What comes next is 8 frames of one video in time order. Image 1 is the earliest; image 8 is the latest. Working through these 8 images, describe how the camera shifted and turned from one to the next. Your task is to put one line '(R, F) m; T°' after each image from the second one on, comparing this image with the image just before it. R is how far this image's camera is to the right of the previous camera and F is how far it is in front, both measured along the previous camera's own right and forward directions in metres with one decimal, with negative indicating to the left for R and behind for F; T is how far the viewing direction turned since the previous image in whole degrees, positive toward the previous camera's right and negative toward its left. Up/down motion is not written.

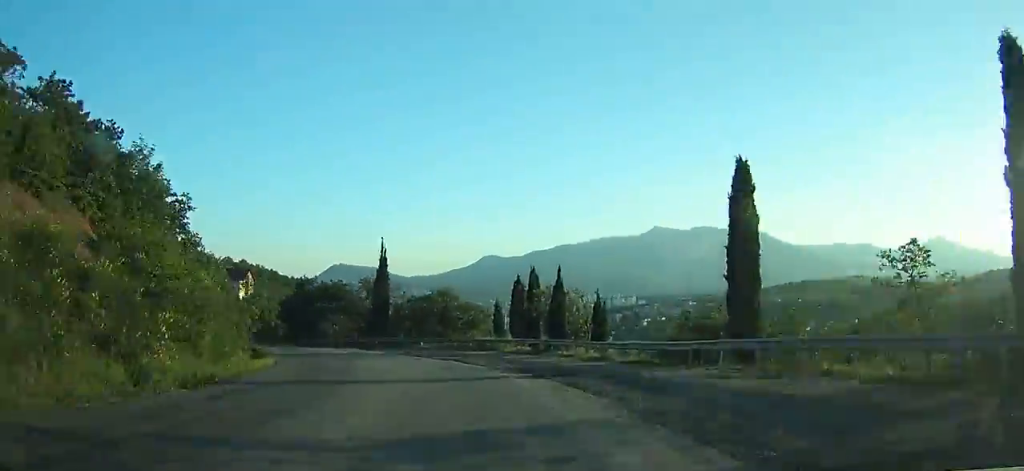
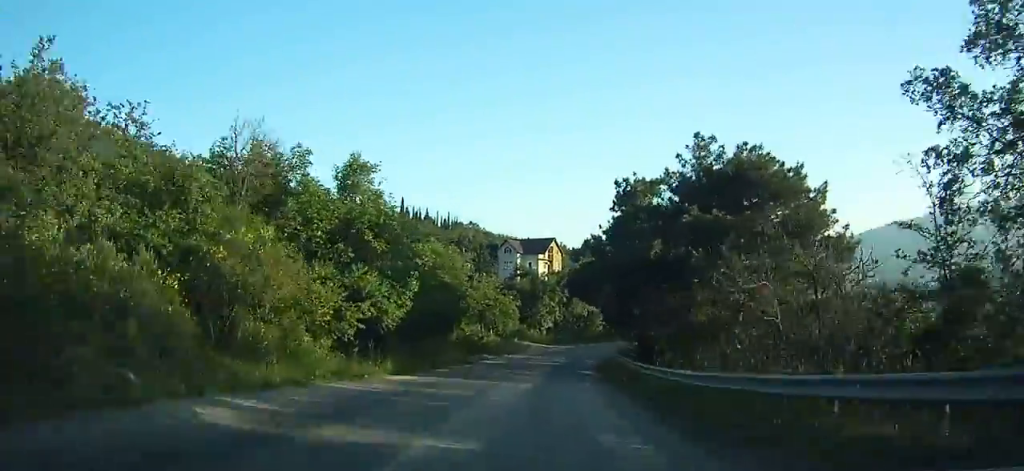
(-16.9, +57.6) m; -23°
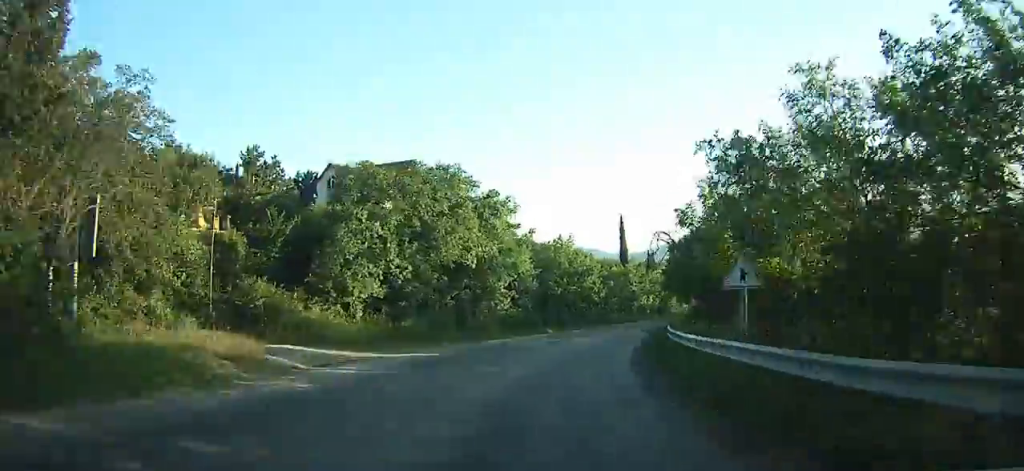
(-1.4, +47.7) m; +4°
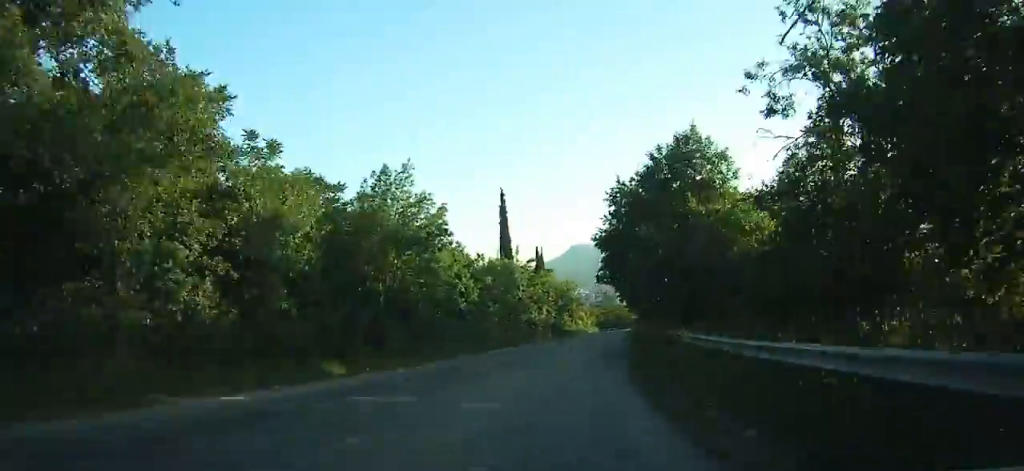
(+1.1, +26.1) m; +6°
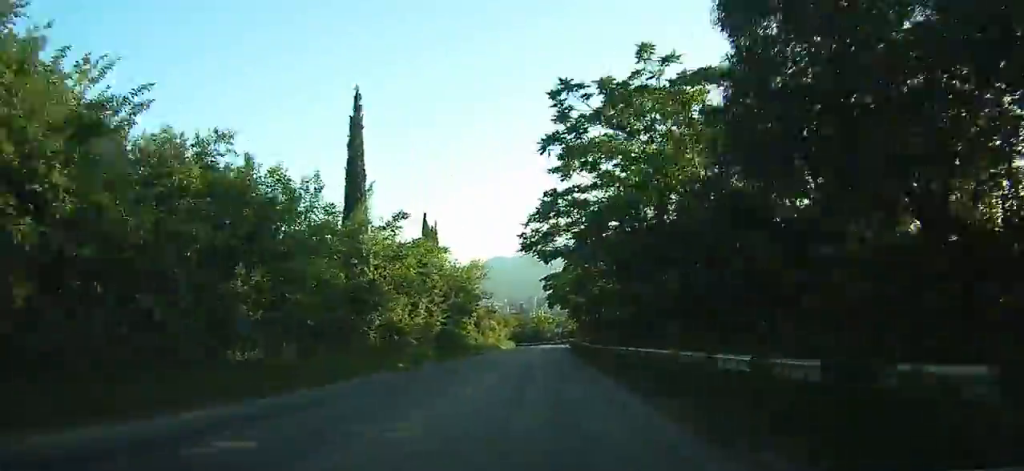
(+1.8, +27.0) m; +5°
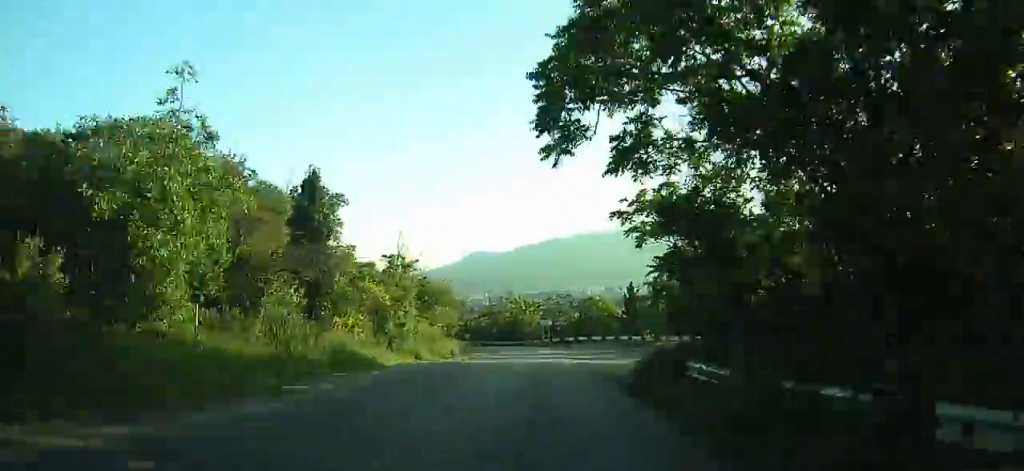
(+4.1, +48.3) m; +6°
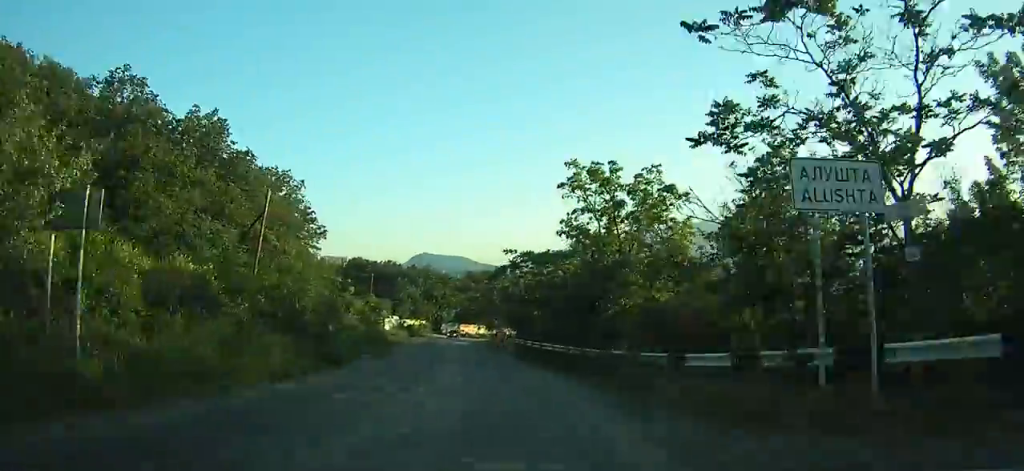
(+0.7, +67.0) m; -6°
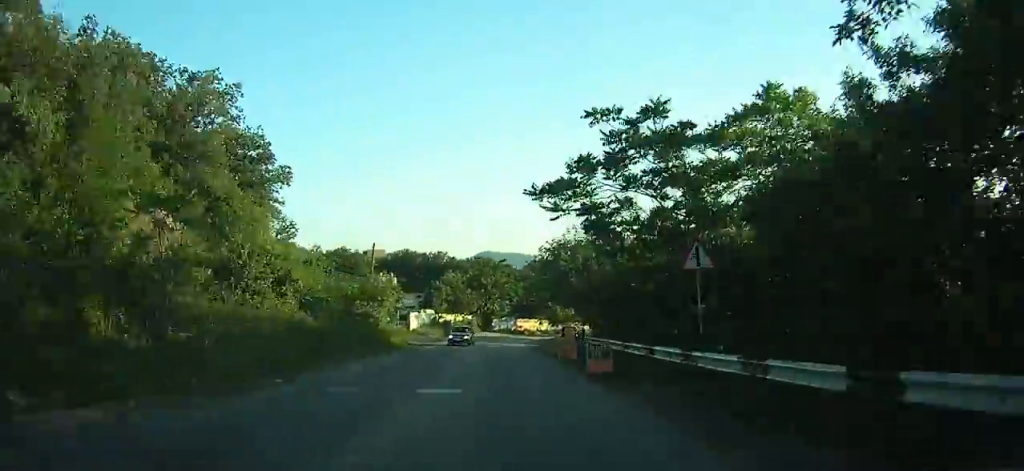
(-1.8, +21.0) m; -3°
